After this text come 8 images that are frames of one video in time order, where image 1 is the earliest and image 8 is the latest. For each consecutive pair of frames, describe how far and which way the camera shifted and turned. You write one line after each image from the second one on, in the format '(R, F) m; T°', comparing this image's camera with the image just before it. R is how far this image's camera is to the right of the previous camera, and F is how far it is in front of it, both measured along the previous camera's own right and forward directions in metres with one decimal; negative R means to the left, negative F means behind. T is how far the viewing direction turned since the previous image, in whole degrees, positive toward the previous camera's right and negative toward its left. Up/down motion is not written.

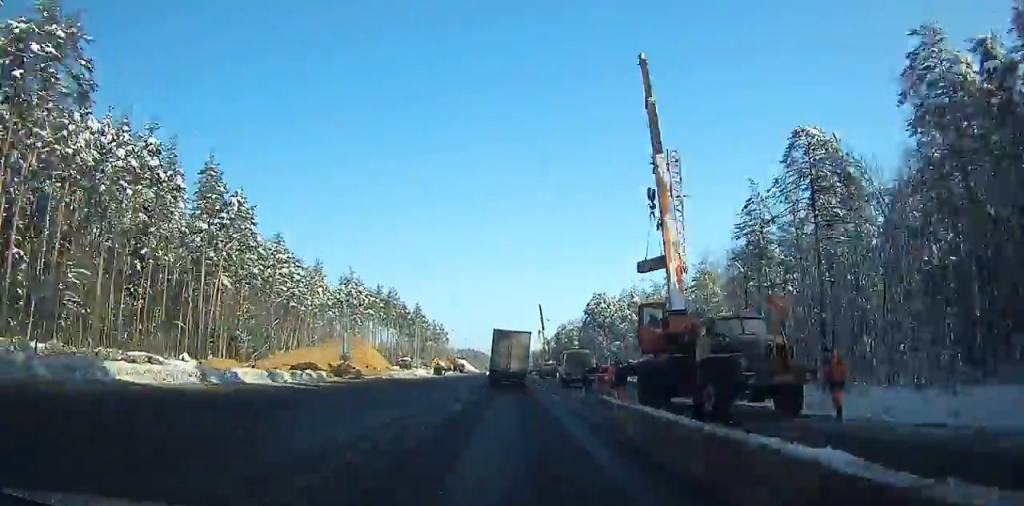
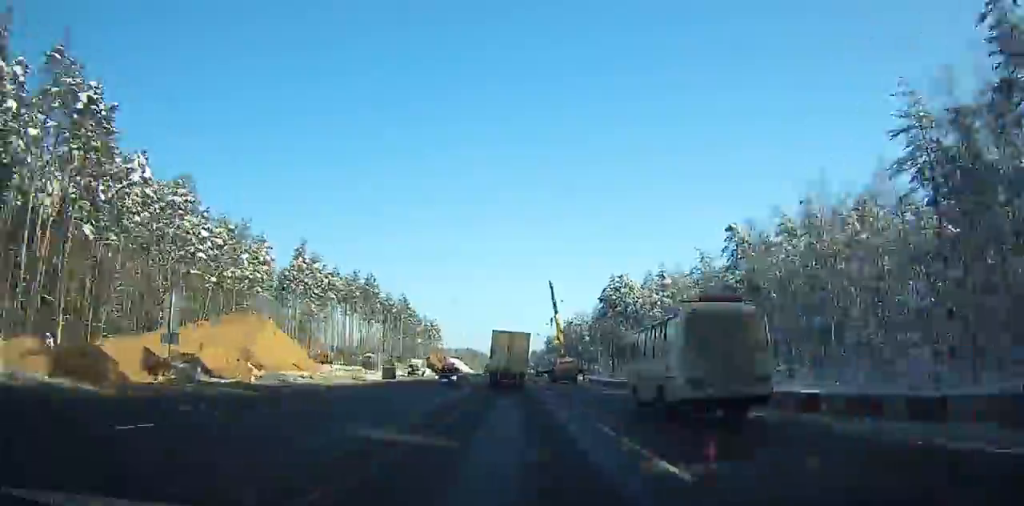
(+0.7, +32.4) m; +2°
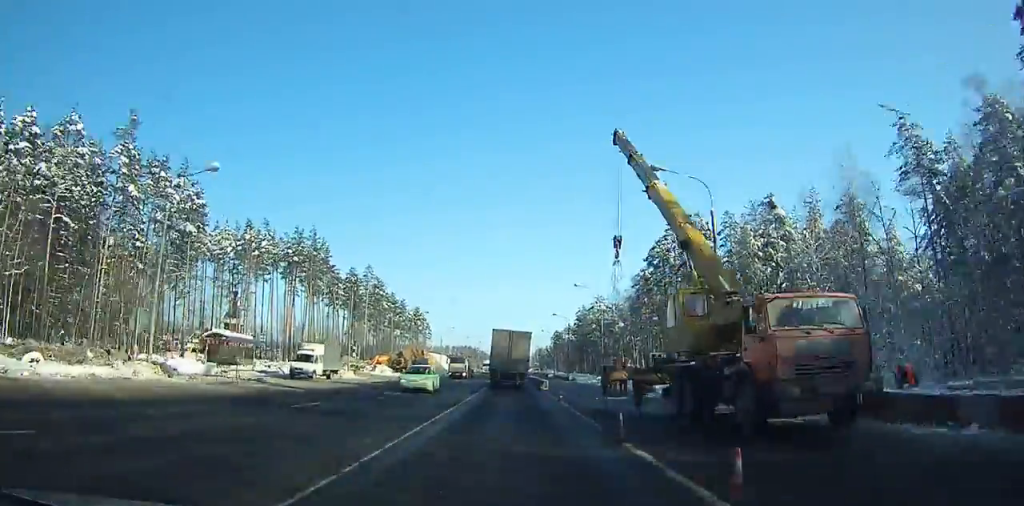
(+1.3, +52.7) m; -1°
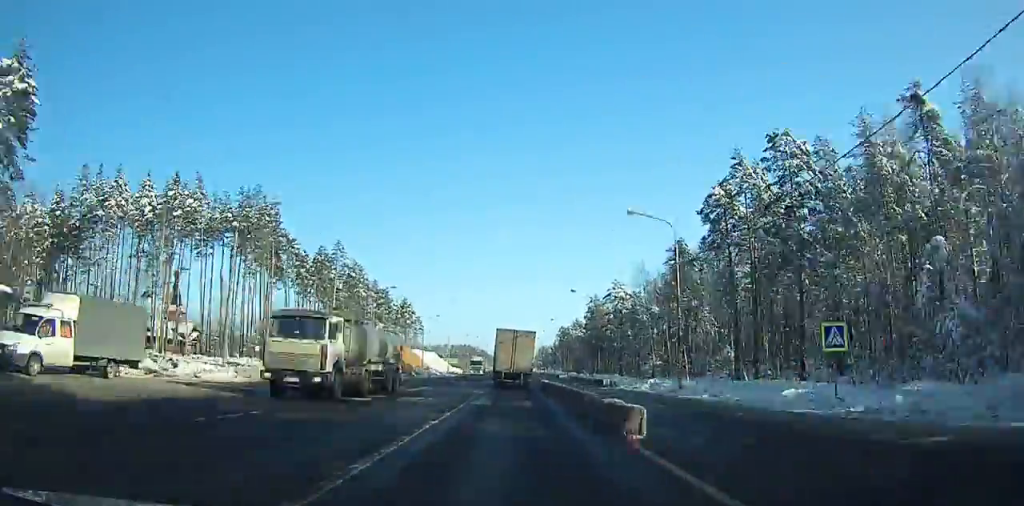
(+1.1, +29.2) m; -2°
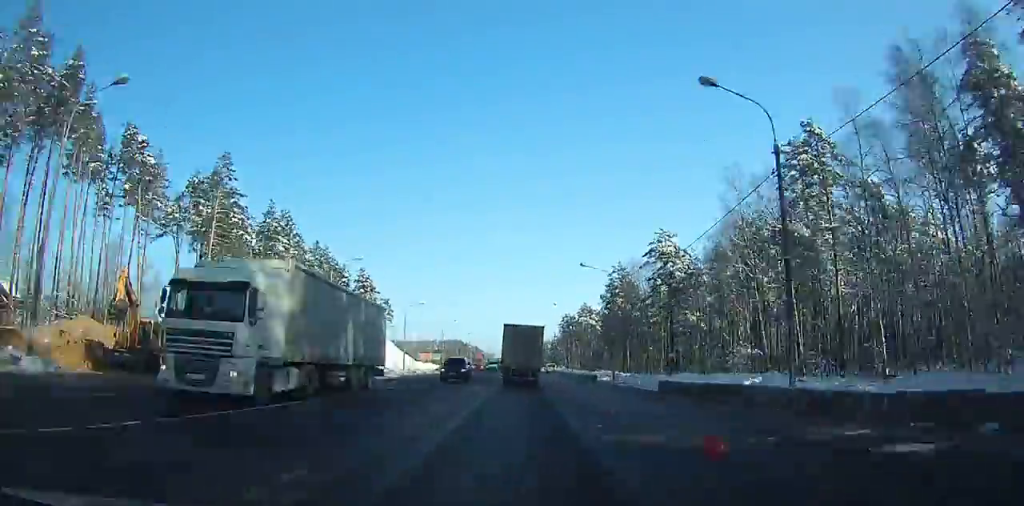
(-4.4, +51.4) m; -2°
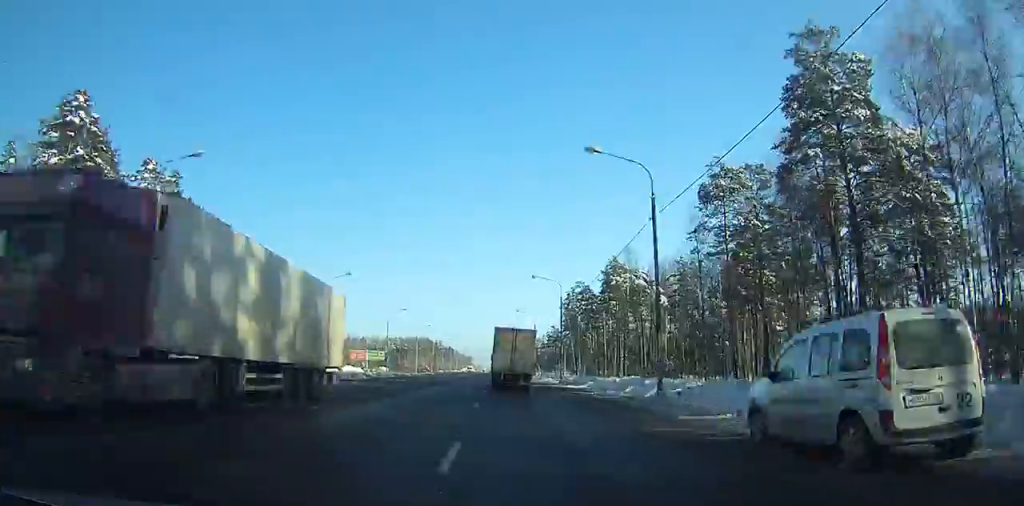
(+5.1, +98.9) m; +2°
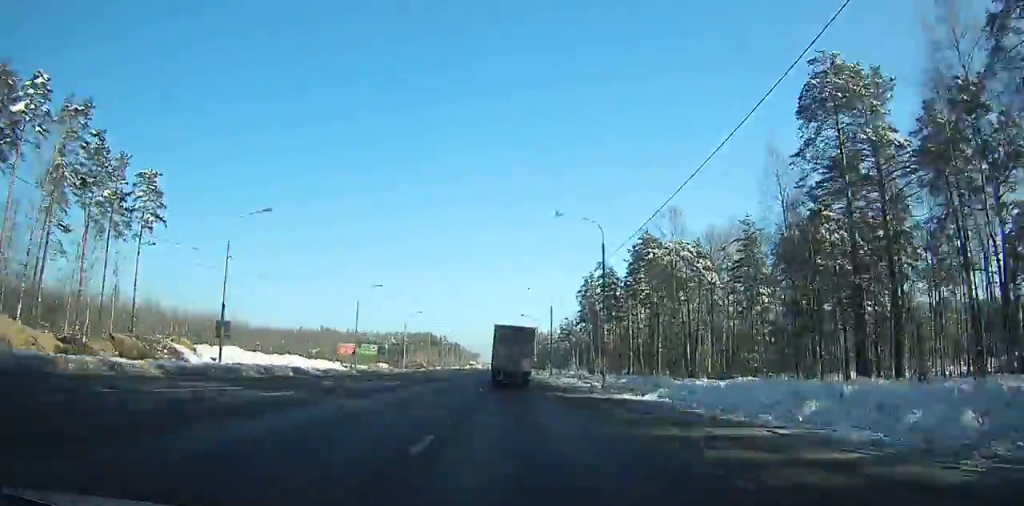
(-0.1, +22.6) m; 0°
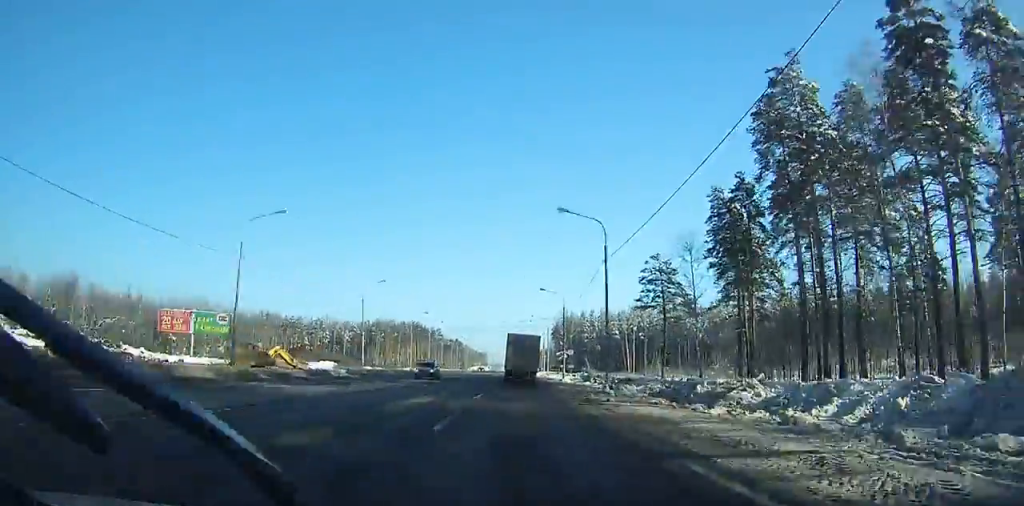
(-0.2, +102.1) m; 0°
